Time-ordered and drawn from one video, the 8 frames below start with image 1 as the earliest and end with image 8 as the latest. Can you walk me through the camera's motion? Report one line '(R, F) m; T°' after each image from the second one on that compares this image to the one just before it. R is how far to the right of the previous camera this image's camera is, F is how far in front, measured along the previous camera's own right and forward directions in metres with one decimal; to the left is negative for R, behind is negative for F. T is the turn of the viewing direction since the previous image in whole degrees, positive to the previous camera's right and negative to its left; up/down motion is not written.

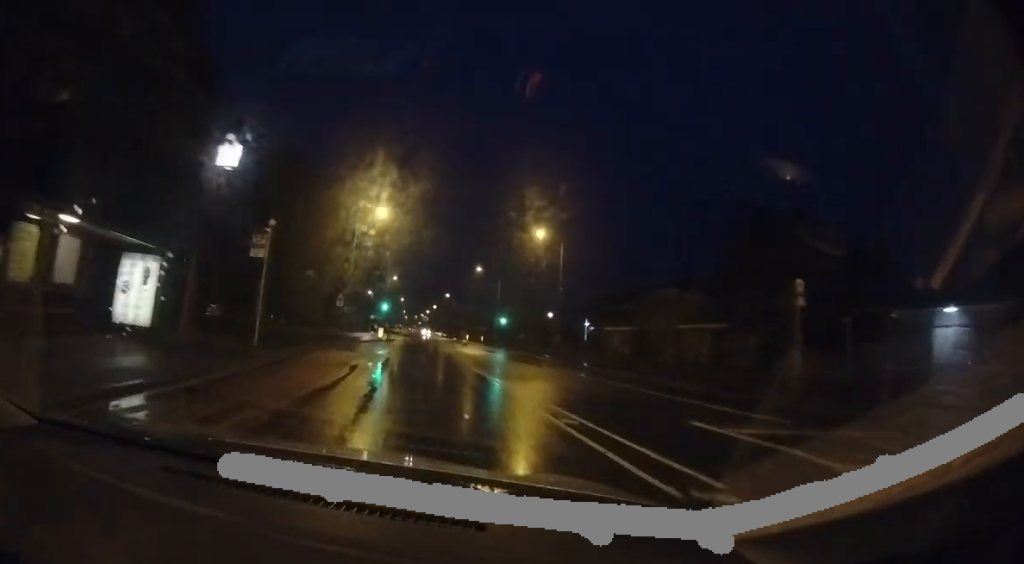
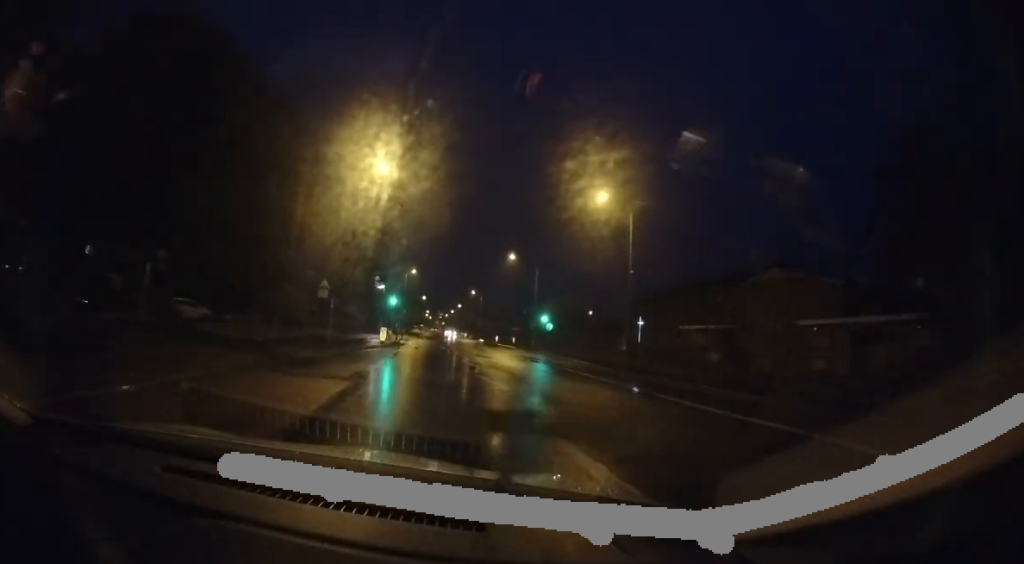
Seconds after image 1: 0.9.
(0.0, +8.5) m; -1°
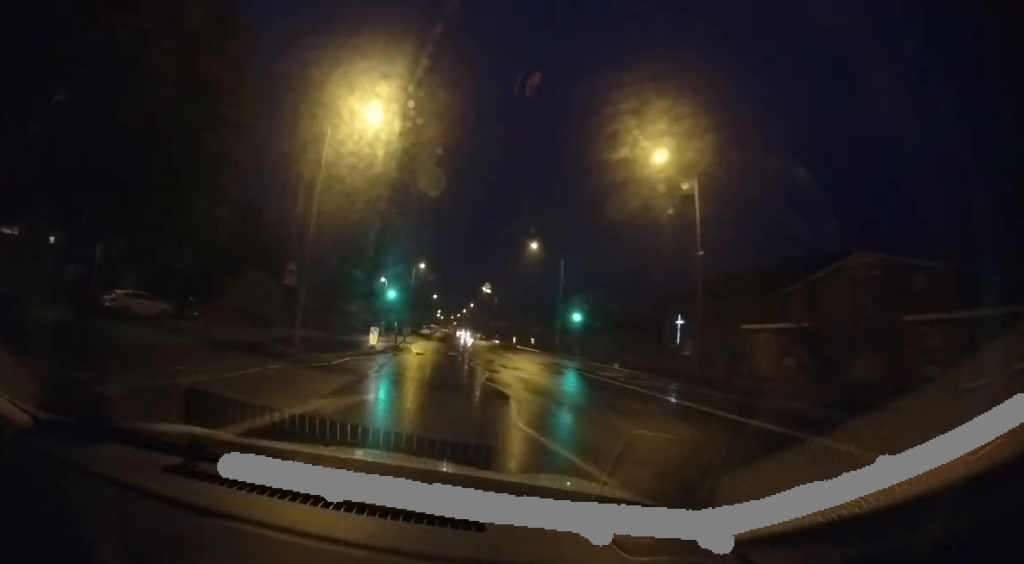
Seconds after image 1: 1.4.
(+0.1, +5.7) m; -1°
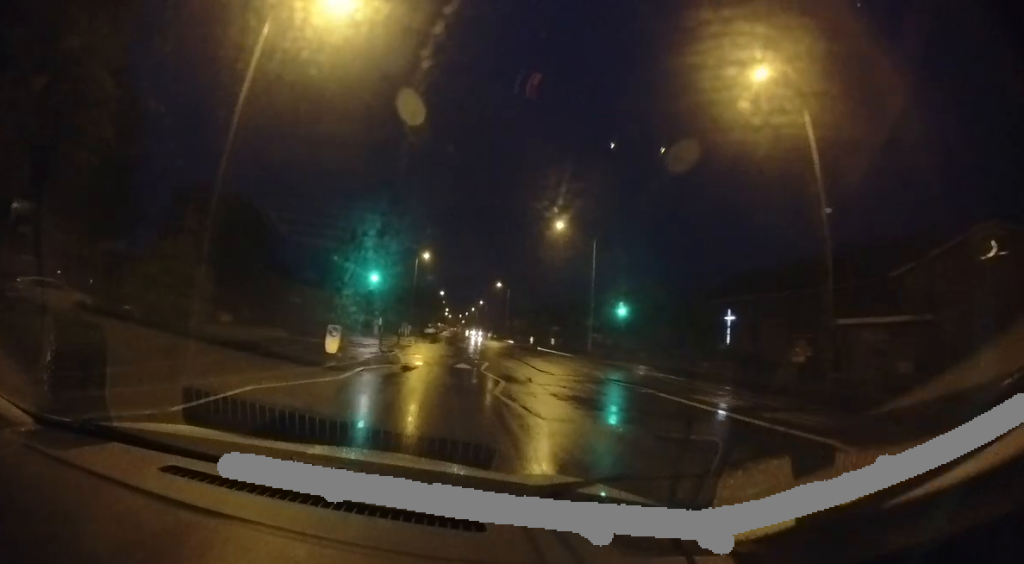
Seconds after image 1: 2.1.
(-0.2, +6.7) m; -3°
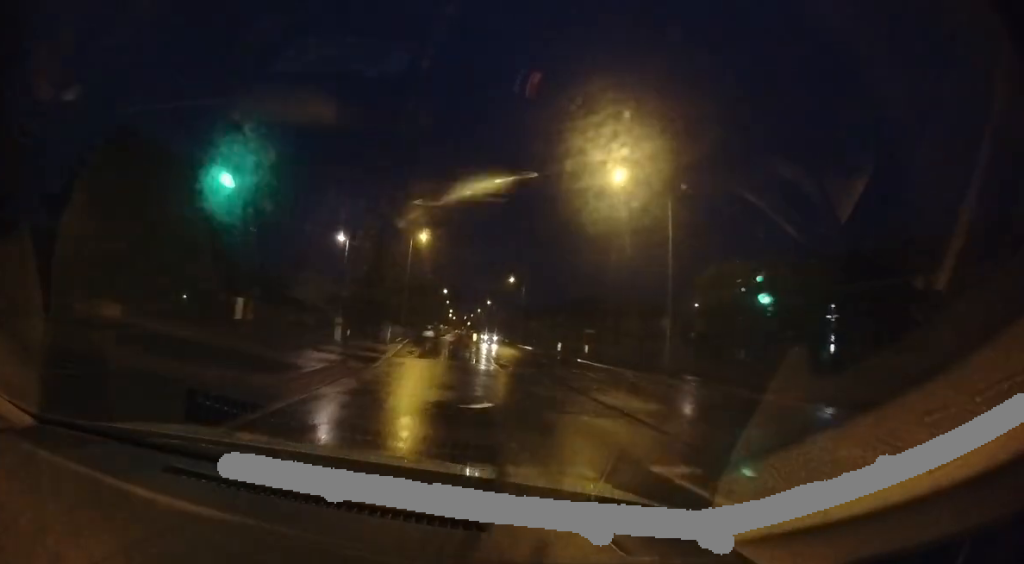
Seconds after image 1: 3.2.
(-0.5, +10.9) m; -4°
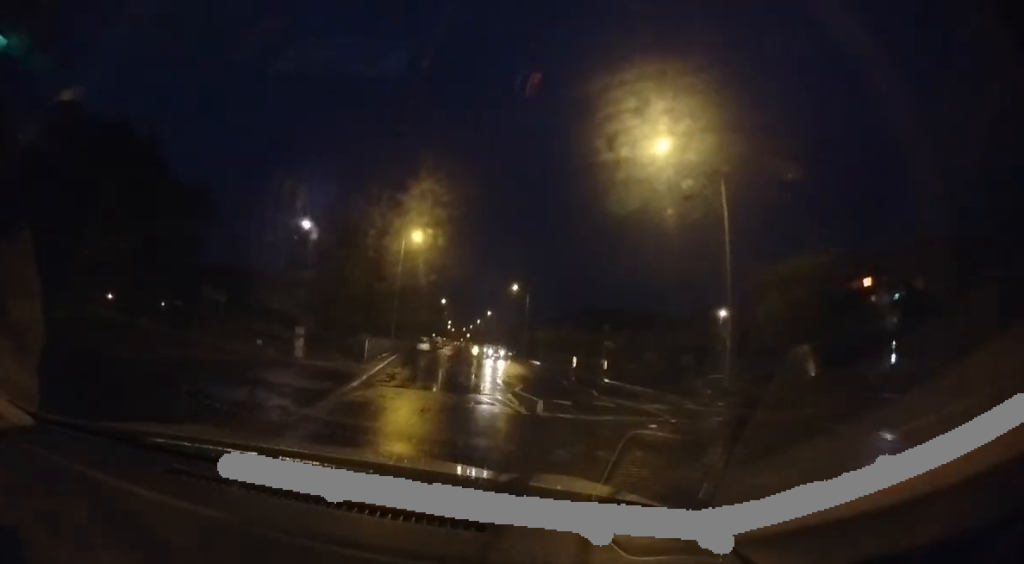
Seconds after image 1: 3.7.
(-0.1, +4.9) m; 0°
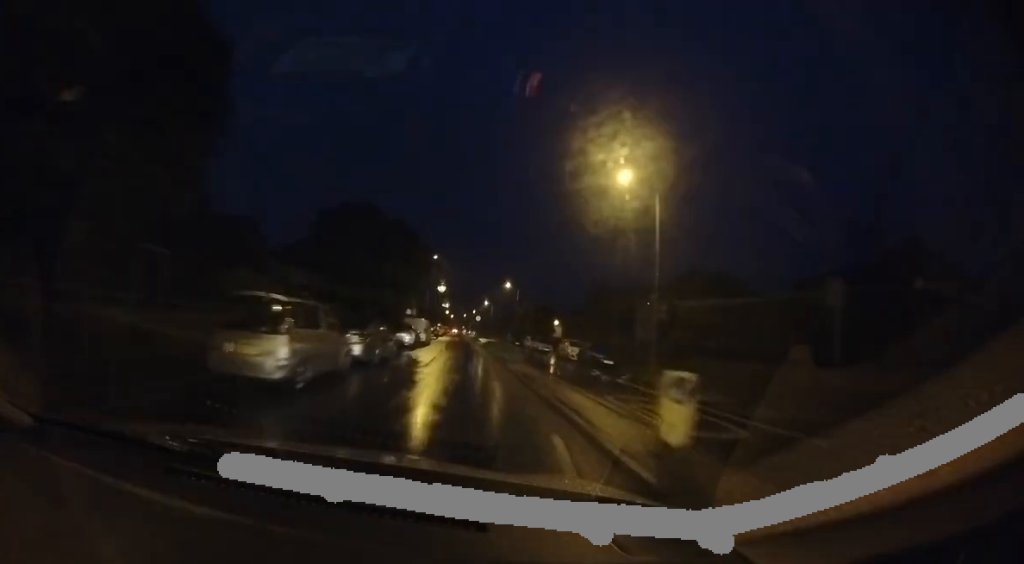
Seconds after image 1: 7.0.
(+0.1, +34.9) m; 0°
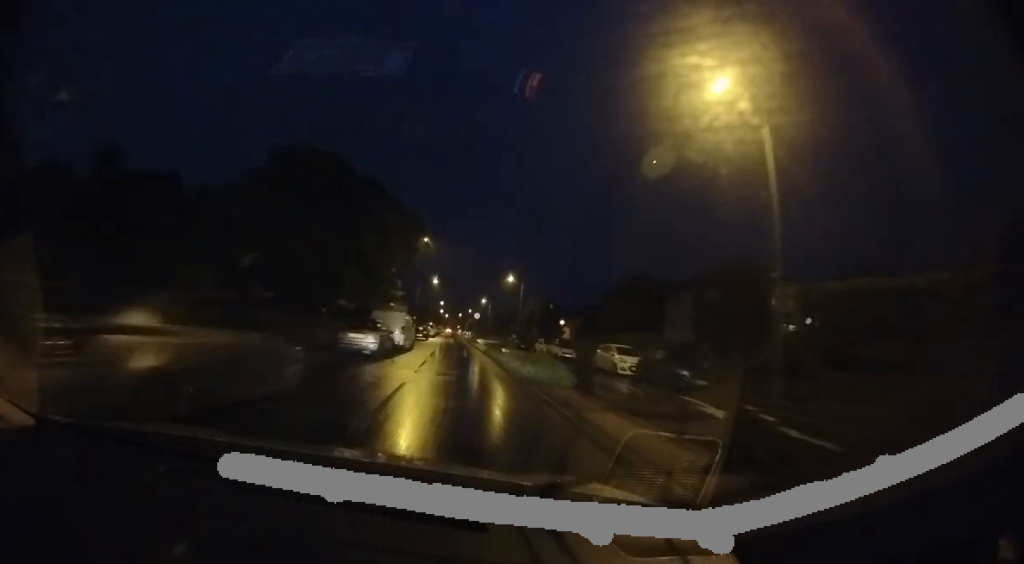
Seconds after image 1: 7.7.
(0.0, +8.4) m; 0°
